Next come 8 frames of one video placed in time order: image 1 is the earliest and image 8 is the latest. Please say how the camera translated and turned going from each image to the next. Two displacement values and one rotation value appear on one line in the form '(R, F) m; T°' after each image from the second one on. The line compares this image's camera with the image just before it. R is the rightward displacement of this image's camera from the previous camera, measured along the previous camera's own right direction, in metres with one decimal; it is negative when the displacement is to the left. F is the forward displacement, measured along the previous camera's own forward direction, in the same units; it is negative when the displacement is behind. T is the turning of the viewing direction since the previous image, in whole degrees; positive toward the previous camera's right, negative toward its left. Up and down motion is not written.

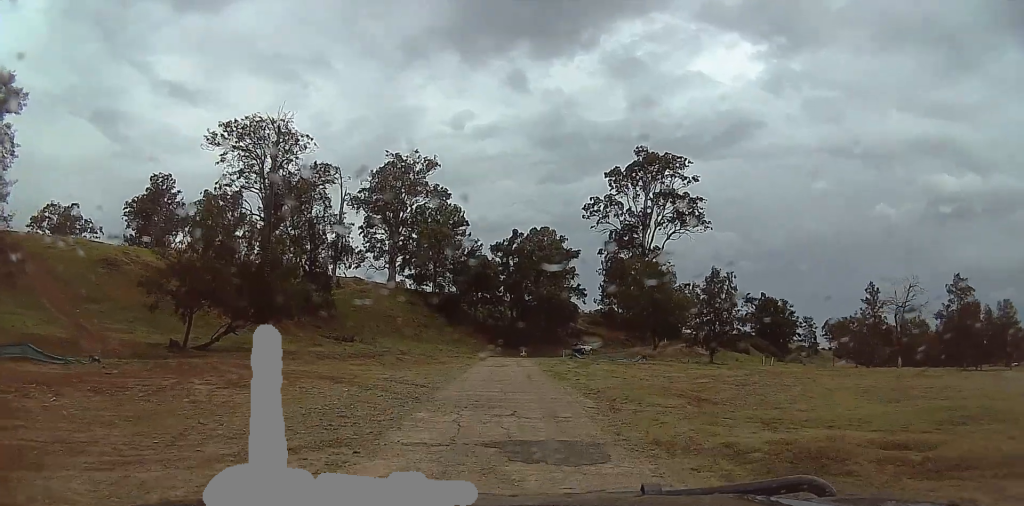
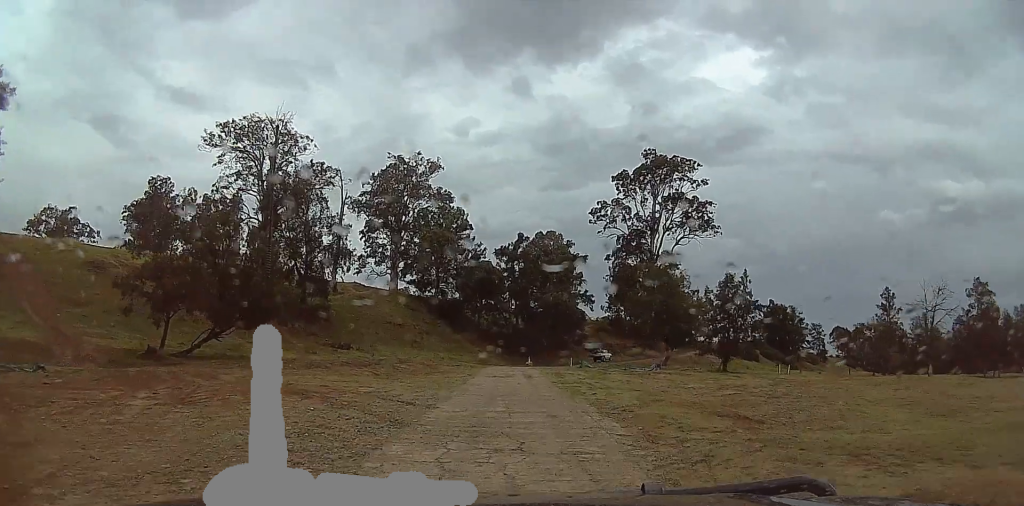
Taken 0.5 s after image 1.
(0.0, +3.7) m; 0°
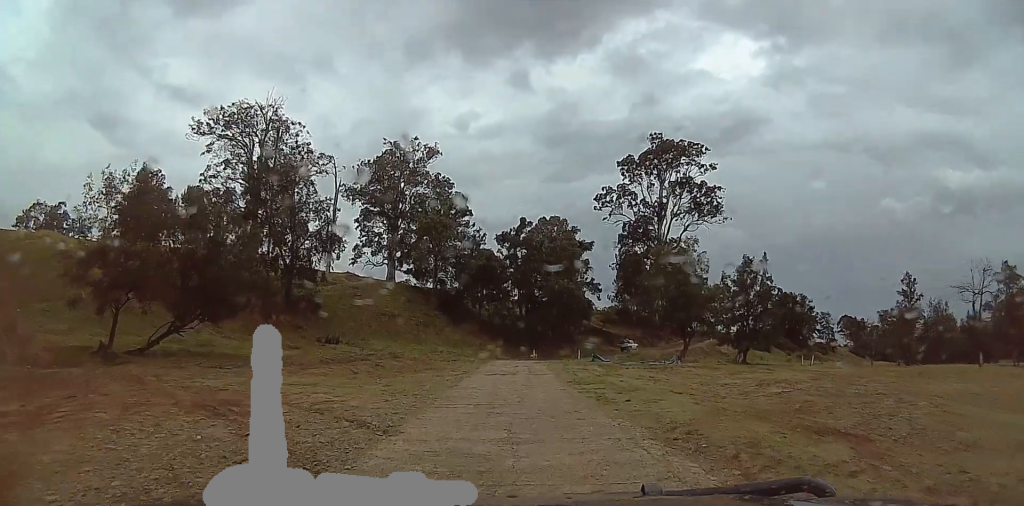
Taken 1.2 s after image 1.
(0.0, +5.6) m; 0°
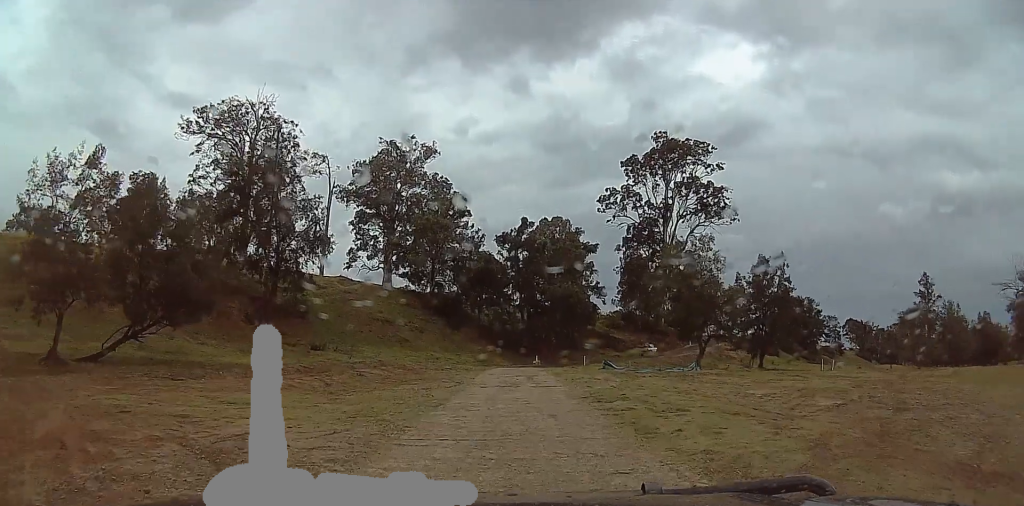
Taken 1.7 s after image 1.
(0.0, +4.3) m; 0°
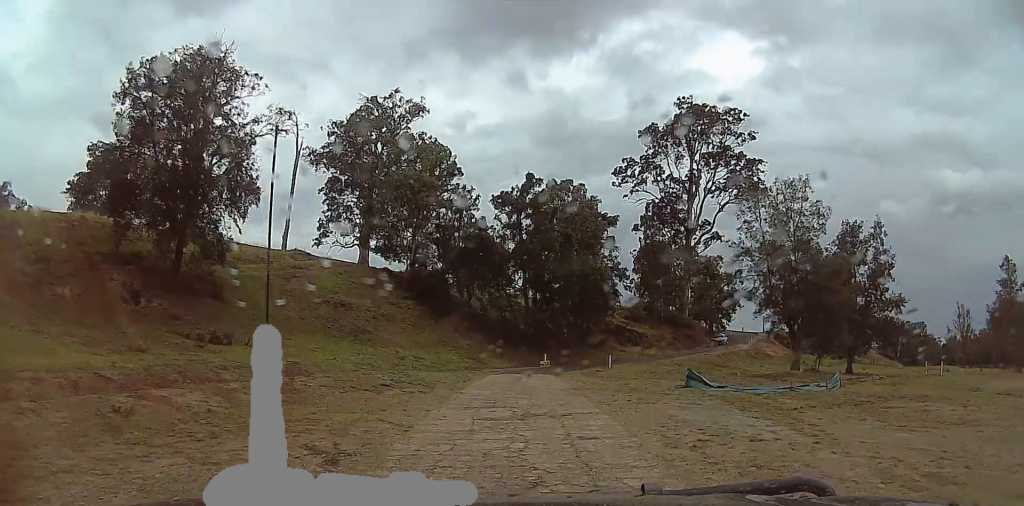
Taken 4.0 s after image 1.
(-0.4, +18.2) m; -3°
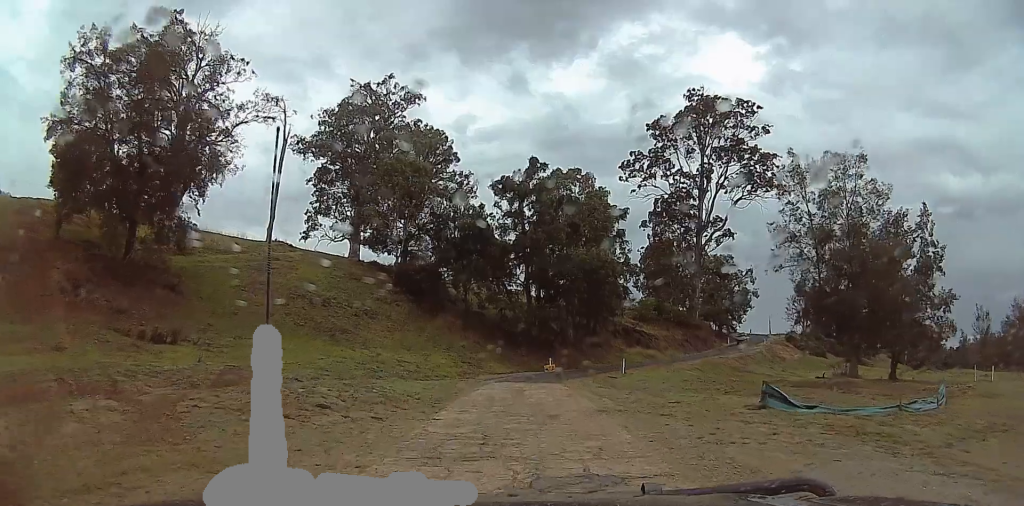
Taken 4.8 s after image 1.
(0.0, +6.5) m; 0°
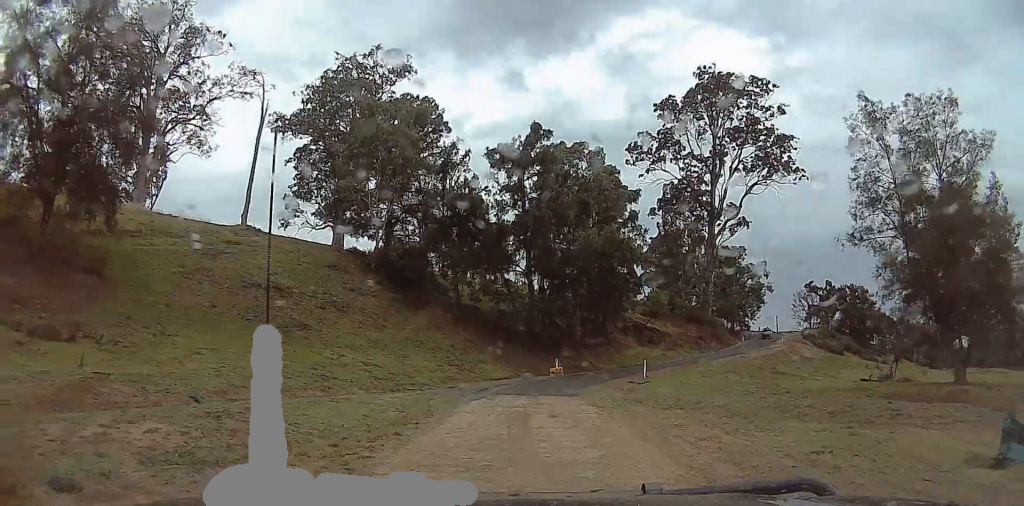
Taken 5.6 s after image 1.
(0.0, +8.1) m; 0°
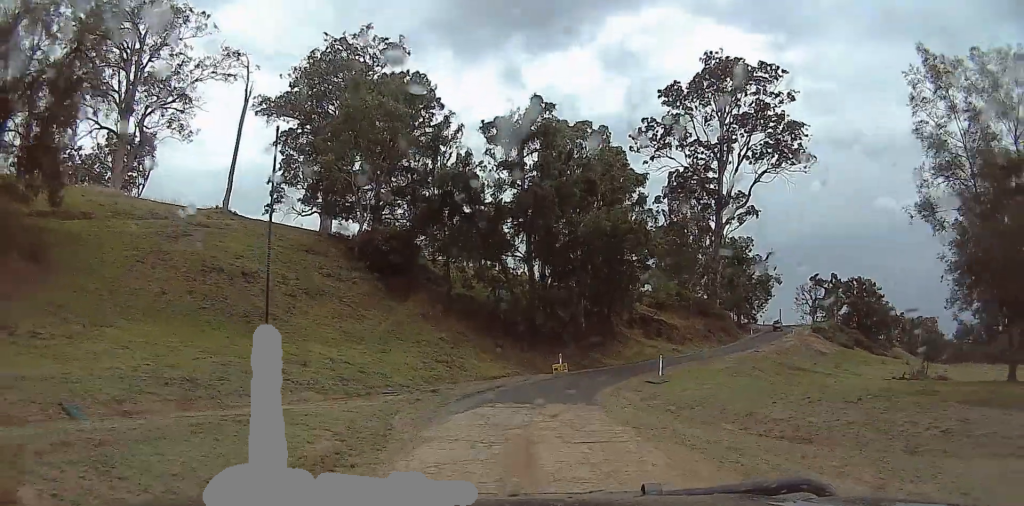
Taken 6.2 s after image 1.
(0.0, +5.2) m; 0°
